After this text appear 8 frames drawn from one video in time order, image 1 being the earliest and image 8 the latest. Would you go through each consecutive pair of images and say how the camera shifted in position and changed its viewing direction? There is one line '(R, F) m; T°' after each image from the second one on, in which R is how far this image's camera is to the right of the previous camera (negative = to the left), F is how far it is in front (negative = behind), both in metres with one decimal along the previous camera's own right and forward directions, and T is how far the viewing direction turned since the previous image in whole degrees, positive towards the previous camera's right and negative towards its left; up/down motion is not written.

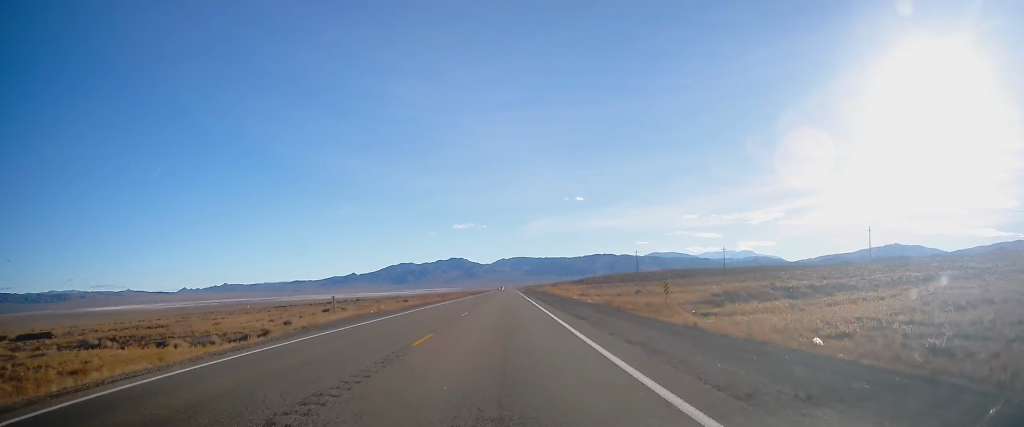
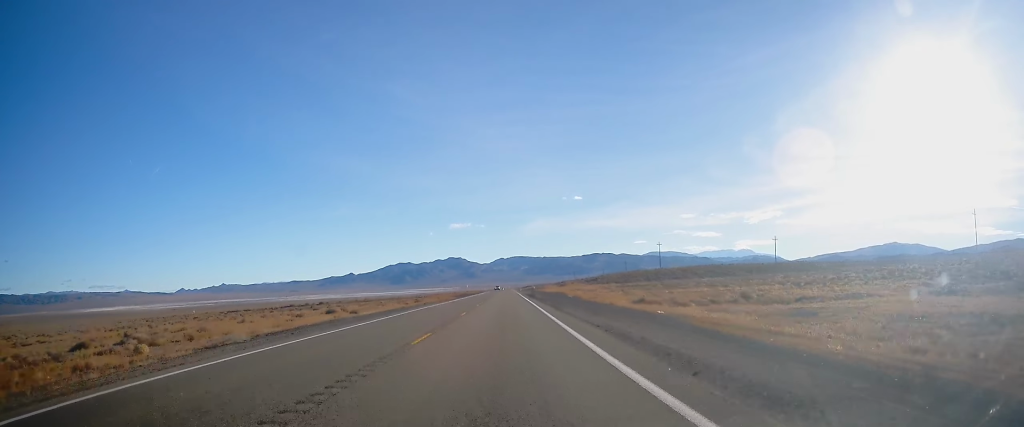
(-0.3, +48.6) m; -1°
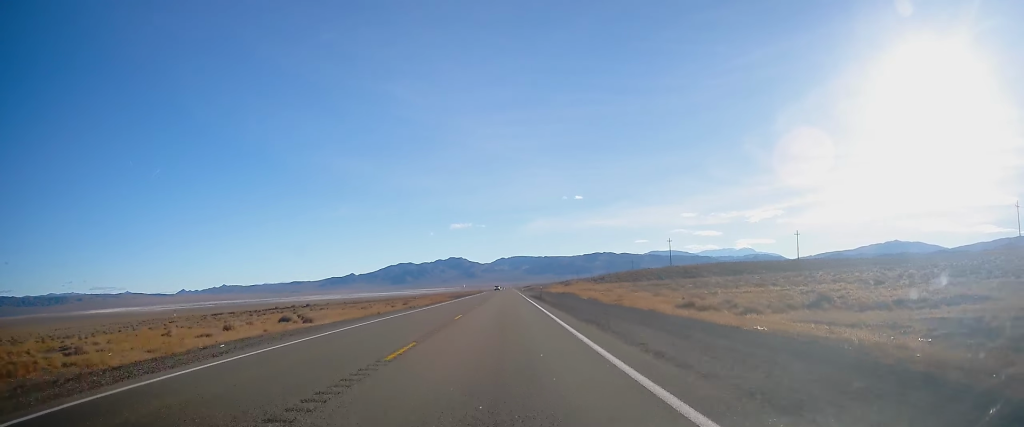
(0.0, +15.0) m; 0°
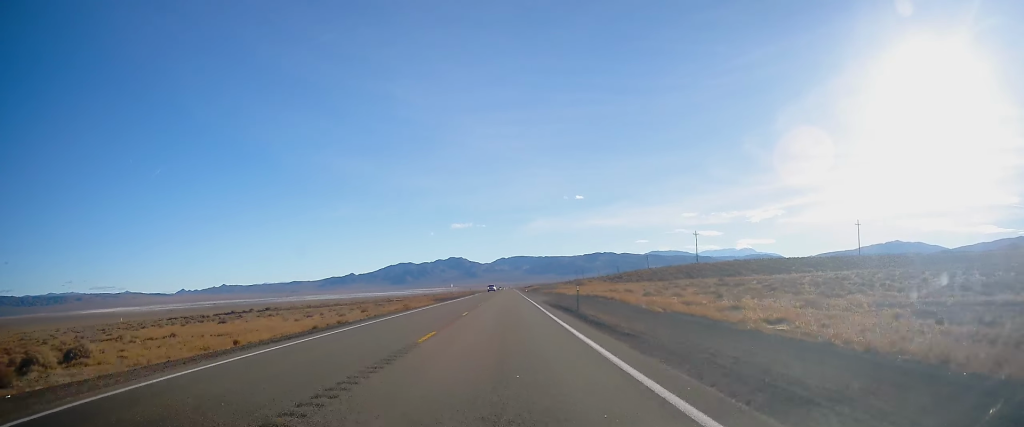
(+0.1, +33.2) m; 0°
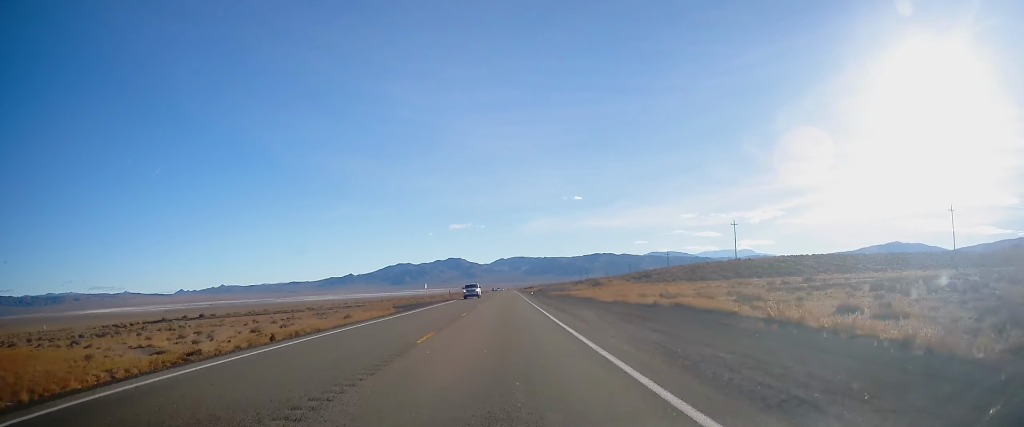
(+0.1, +36.5) m; 0°
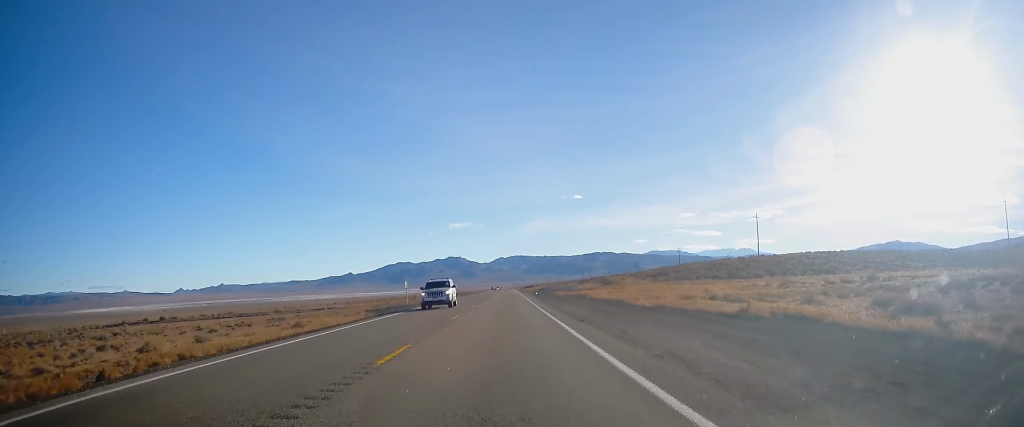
(-0.1, +16.0) m; 0°
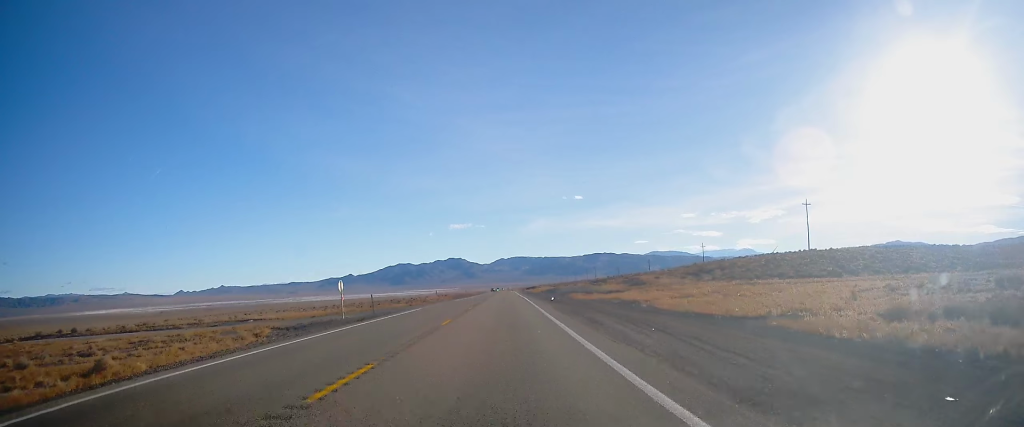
(0.0, +27.5) m; 0°
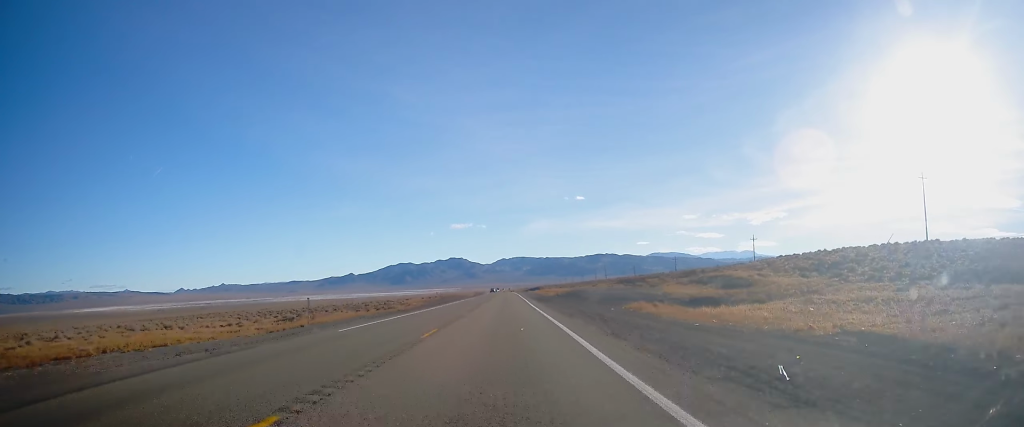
(+0.4, +41.2) m; 0°
